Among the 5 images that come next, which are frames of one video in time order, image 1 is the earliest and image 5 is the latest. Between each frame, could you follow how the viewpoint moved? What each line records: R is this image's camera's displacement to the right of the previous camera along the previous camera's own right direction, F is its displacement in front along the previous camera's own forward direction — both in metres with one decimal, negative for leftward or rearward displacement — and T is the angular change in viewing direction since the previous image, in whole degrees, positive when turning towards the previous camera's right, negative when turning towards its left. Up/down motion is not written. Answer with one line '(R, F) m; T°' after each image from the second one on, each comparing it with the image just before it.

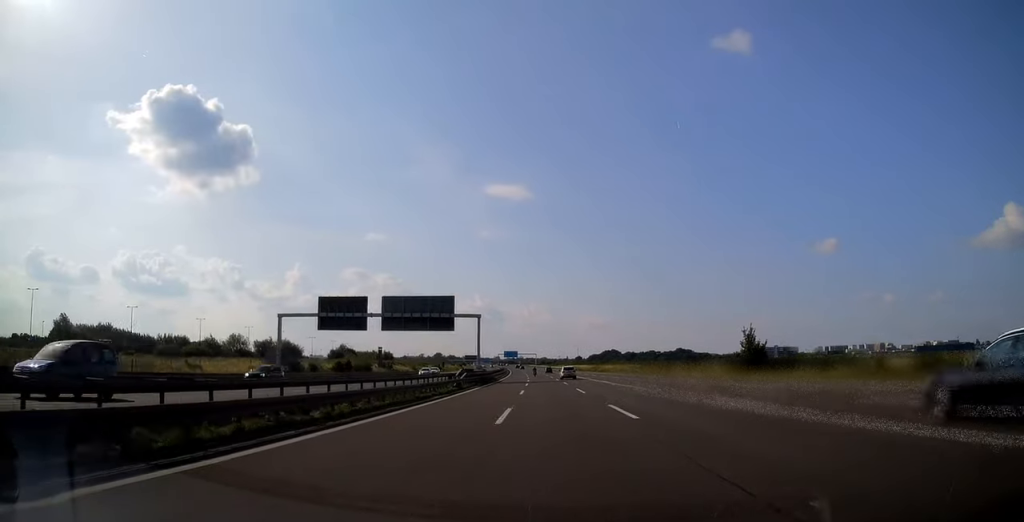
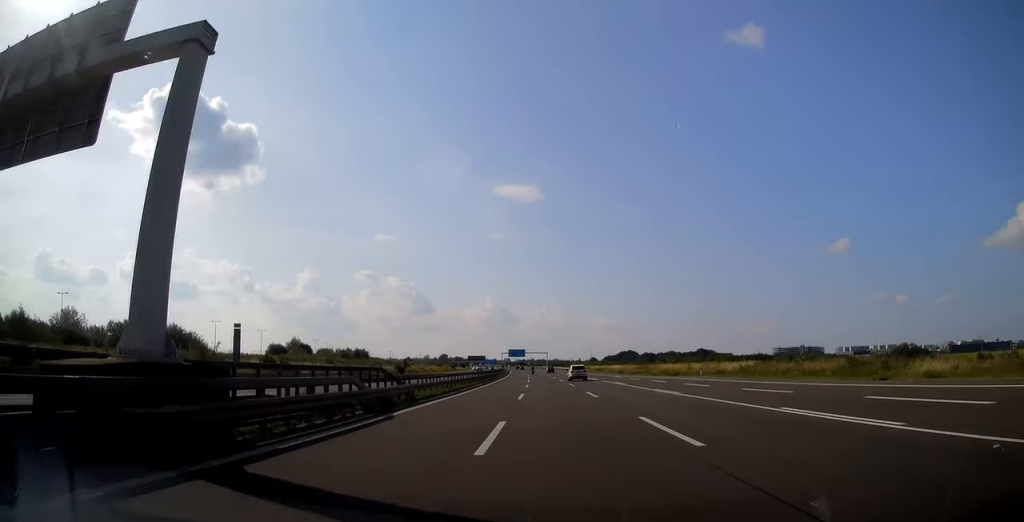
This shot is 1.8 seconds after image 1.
(-0.7, +59.9) m; -1°
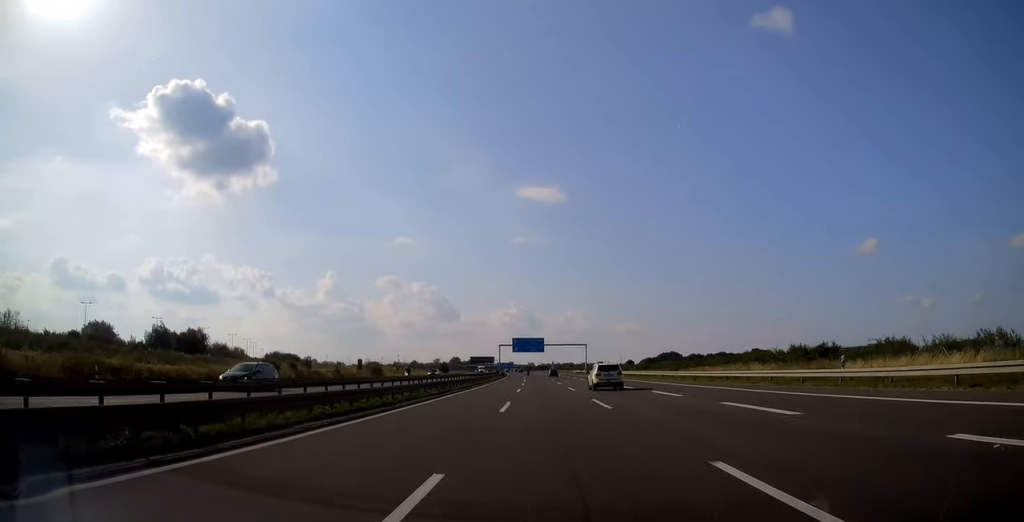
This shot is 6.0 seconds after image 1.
(-2.8, +133.8) m; -2°
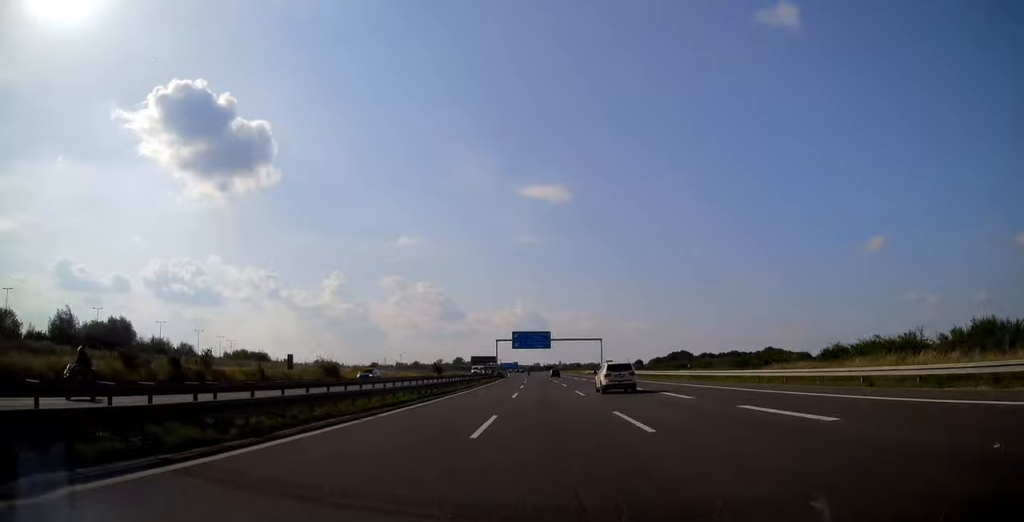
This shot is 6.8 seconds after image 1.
(0.0, +25.6) m; 0°
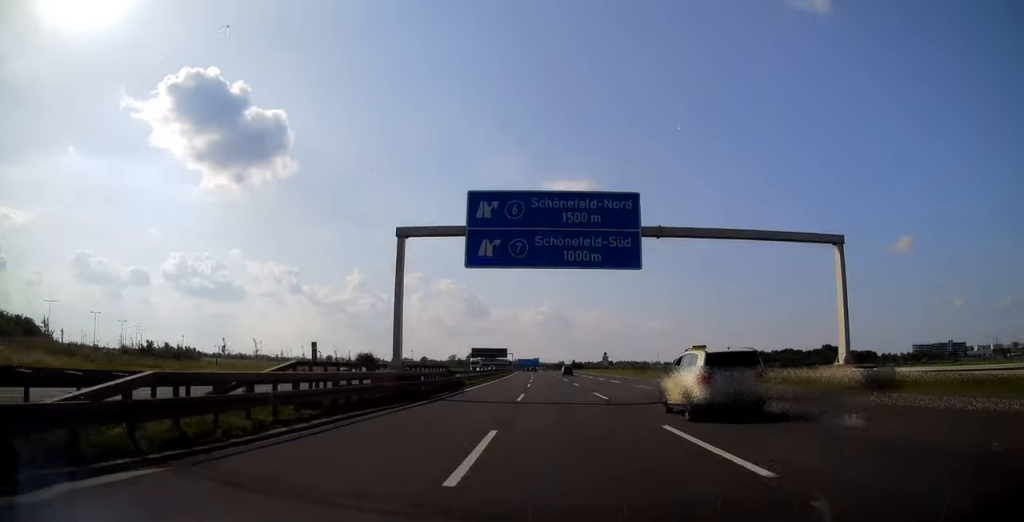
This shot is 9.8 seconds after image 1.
(-1.7, +95.5) m; -2°
